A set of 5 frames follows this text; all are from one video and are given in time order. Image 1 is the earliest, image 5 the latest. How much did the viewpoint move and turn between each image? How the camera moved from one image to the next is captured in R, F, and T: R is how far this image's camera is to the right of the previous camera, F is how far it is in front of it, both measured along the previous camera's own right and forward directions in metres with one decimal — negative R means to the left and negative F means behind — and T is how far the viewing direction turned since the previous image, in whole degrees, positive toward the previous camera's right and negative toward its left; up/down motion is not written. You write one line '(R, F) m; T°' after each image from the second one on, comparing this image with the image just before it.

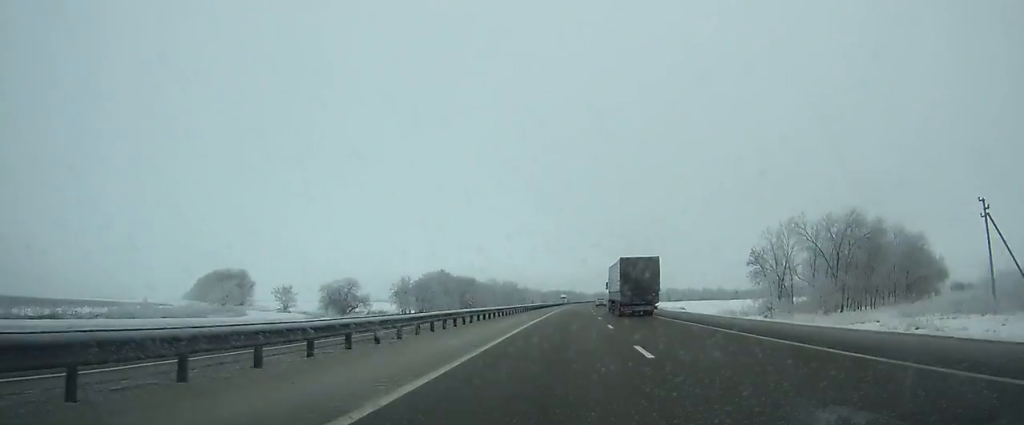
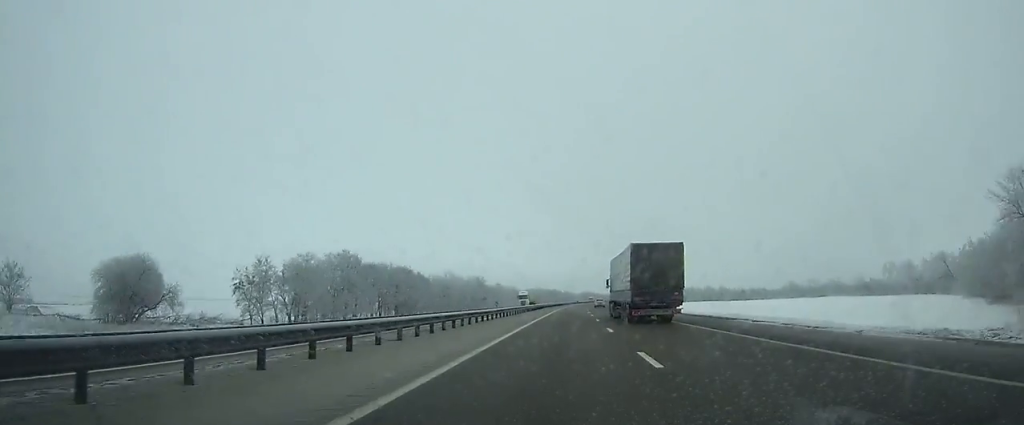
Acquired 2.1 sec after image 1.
(+0.5, +62.7) m; +1°
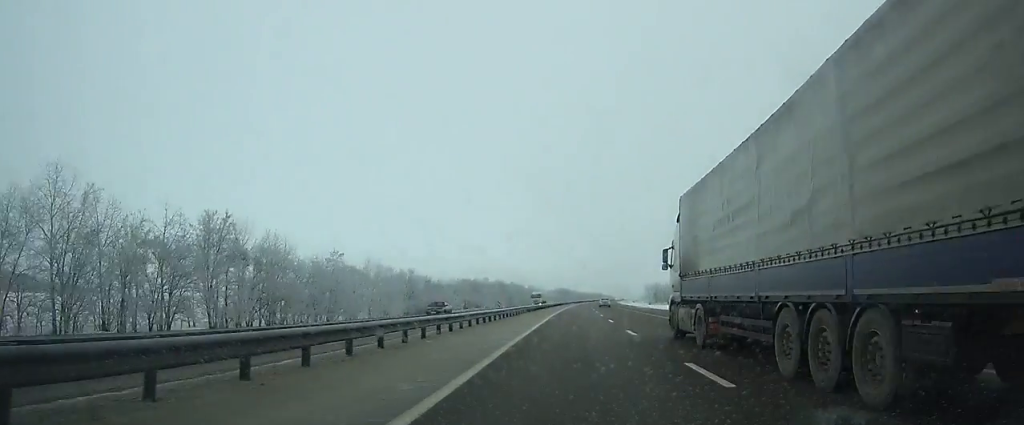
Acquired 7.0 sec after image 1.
(+3.1, +147.7) m; +3°
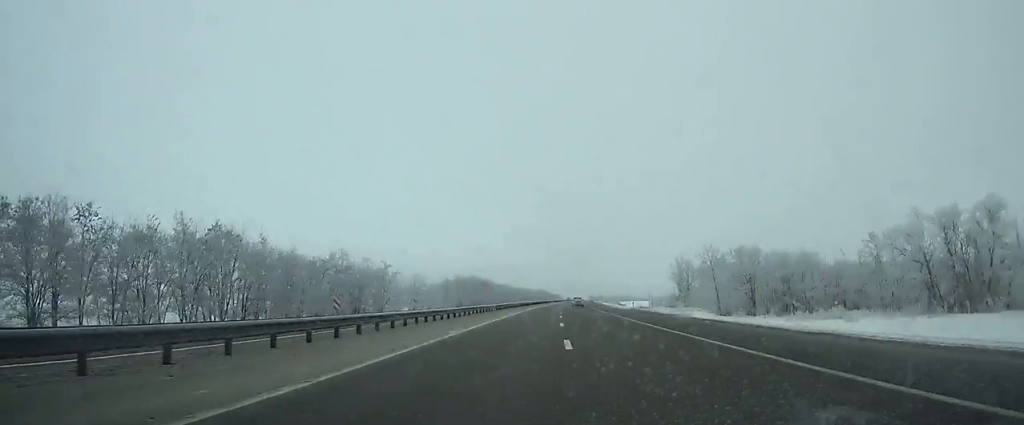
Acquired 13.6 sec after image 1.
(+9.4, +197.5) m; +5°
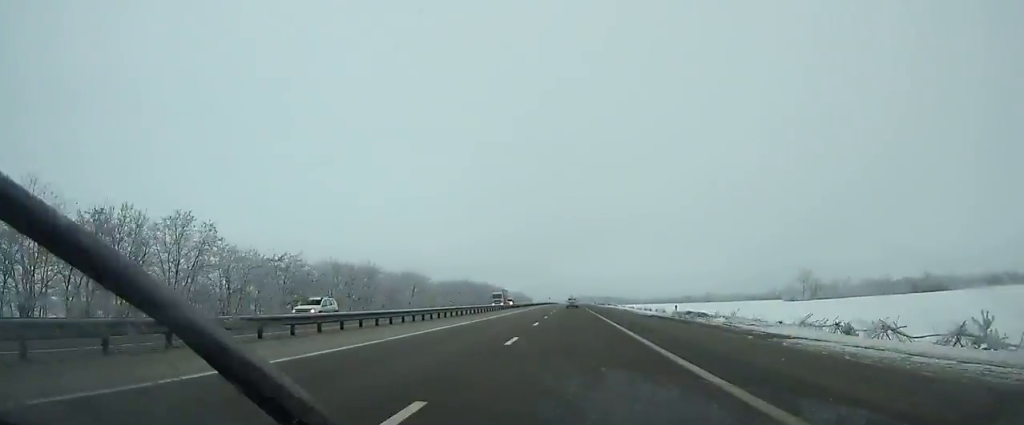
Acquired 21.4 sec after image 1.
(+5.9, +228.0) m; +2°
